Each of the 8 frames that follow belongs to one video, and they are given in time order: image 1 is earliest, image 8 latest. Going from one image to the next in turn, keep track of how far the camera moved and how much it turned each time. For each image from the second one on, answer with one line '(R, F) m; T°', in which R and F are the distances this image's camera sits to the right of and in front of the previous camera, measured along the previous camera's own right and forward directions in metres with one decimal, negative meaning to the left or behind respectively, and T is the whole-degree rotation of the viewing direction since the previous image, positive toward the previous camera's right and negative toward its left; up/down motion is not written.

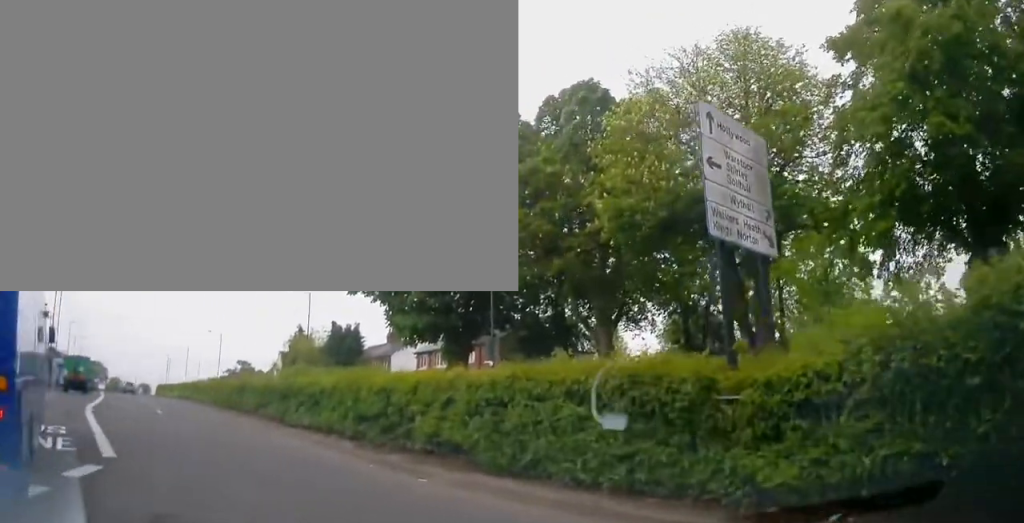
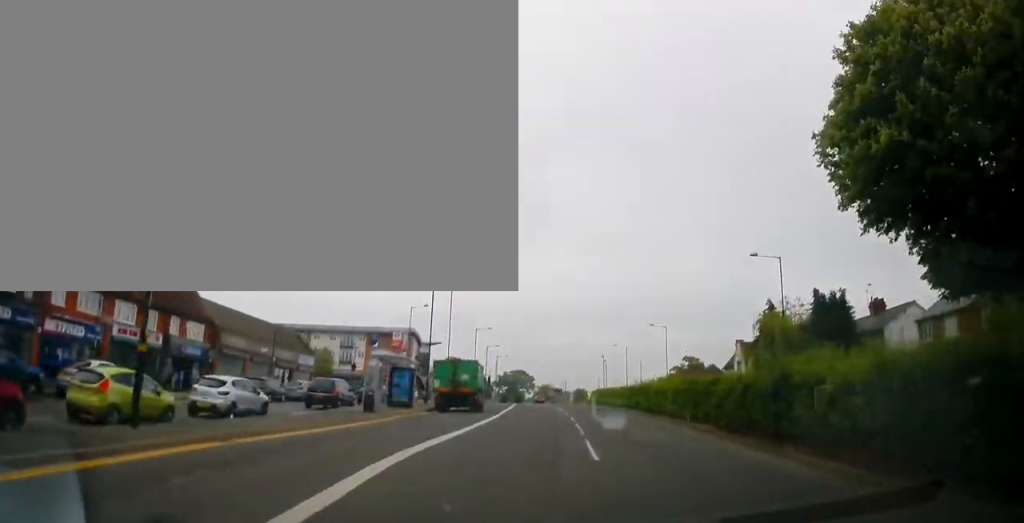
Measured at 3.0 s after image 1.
(-6.3, +12.5) m; -37°
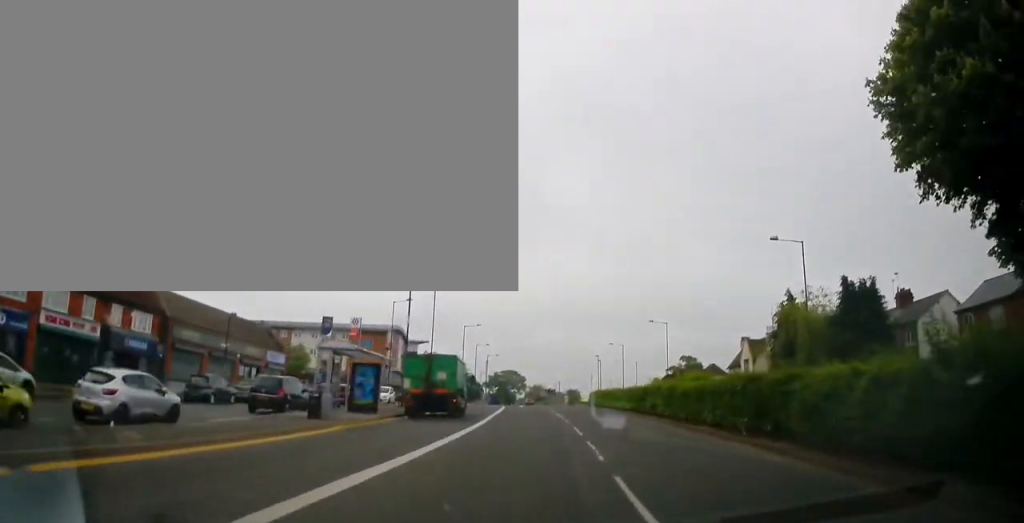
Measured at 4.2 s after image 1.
(-0.1, +6.1) m; +2°
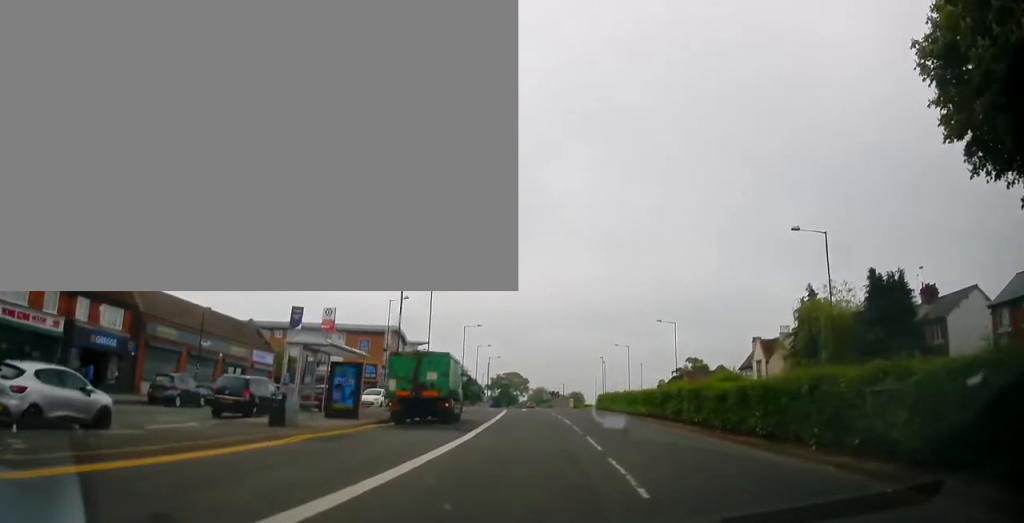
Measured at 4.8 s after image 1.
(+0.2, +3.6) m; +2°
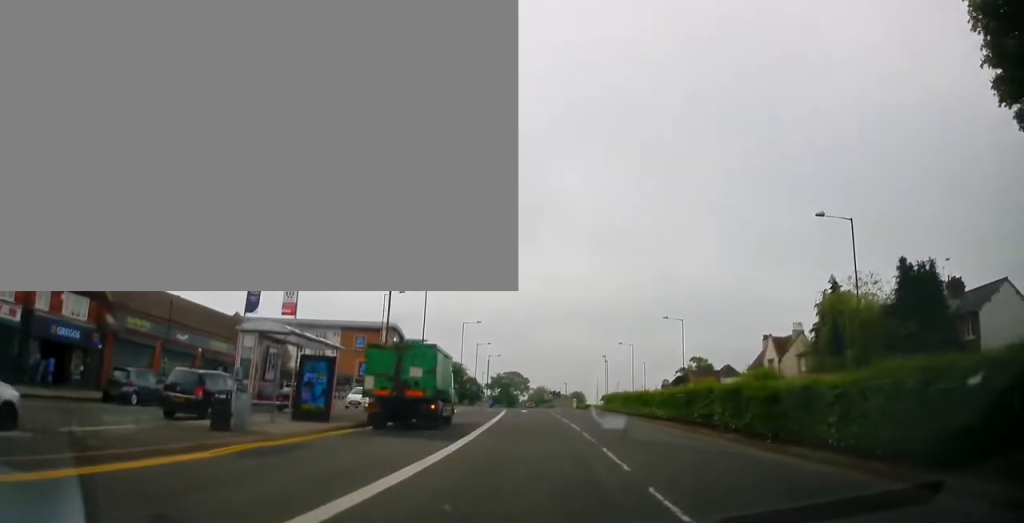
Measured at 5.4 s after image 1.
(0.0, +3.4) m; -1°
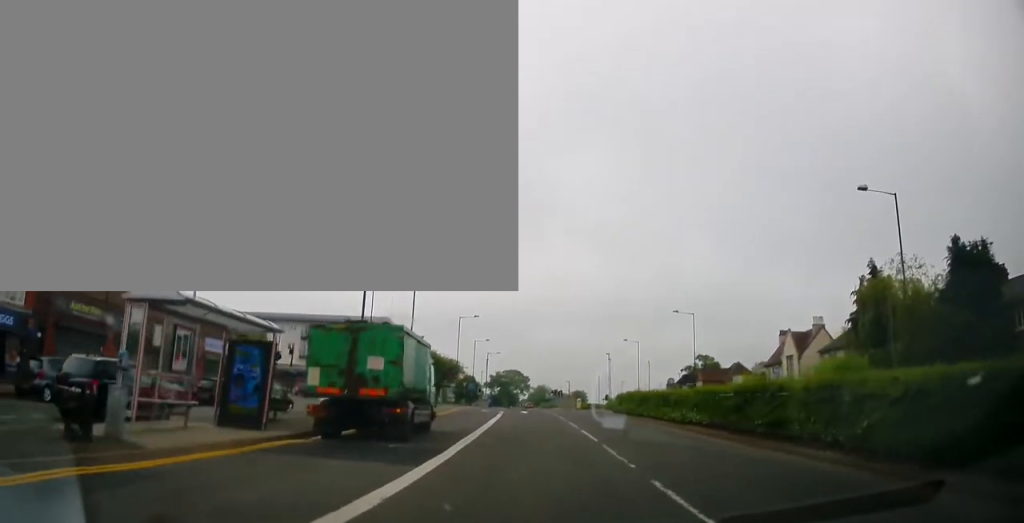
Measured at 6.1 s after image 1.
(-0.1, +5.1) m; -1°
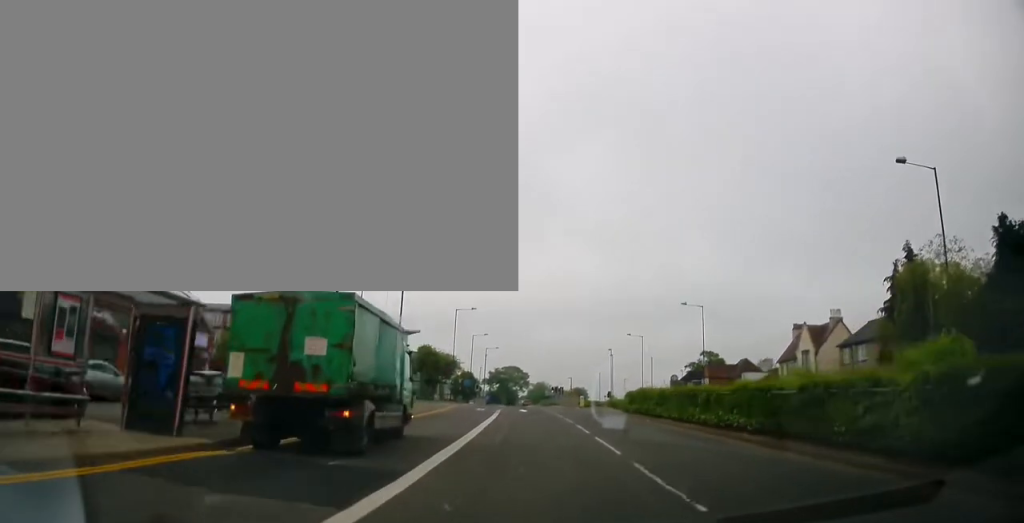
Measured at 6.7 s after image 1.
(0.0, +3.8) m; -1°
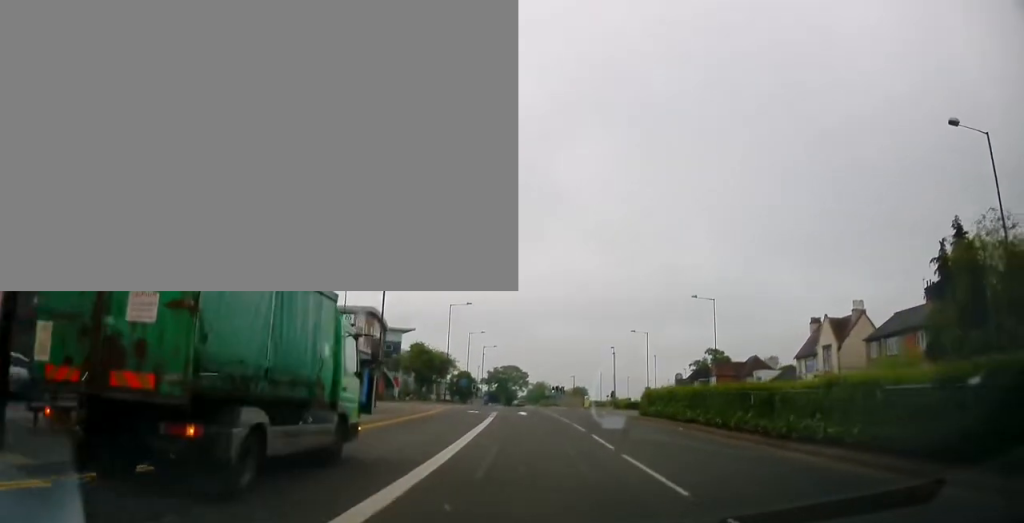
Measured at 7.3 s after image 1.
(-0.1, +4.9) m; 0°
